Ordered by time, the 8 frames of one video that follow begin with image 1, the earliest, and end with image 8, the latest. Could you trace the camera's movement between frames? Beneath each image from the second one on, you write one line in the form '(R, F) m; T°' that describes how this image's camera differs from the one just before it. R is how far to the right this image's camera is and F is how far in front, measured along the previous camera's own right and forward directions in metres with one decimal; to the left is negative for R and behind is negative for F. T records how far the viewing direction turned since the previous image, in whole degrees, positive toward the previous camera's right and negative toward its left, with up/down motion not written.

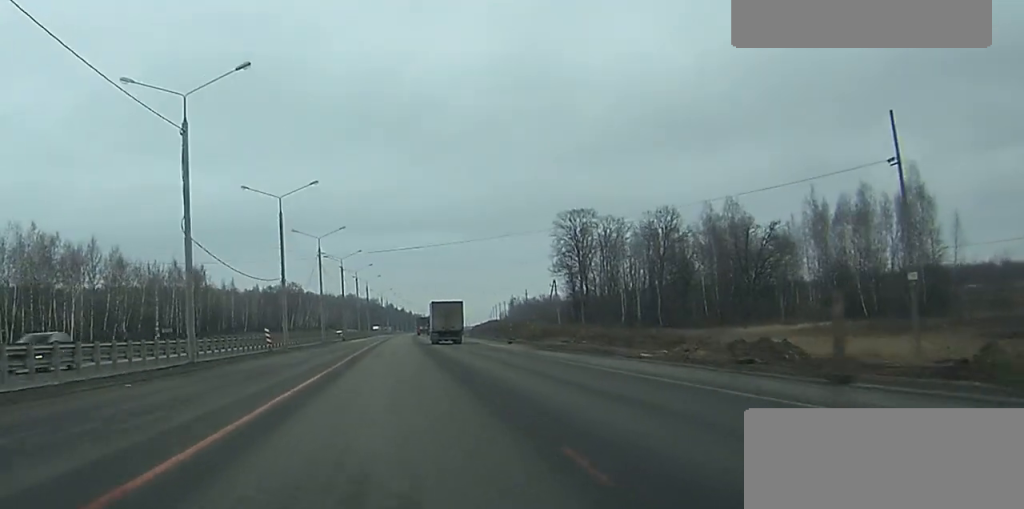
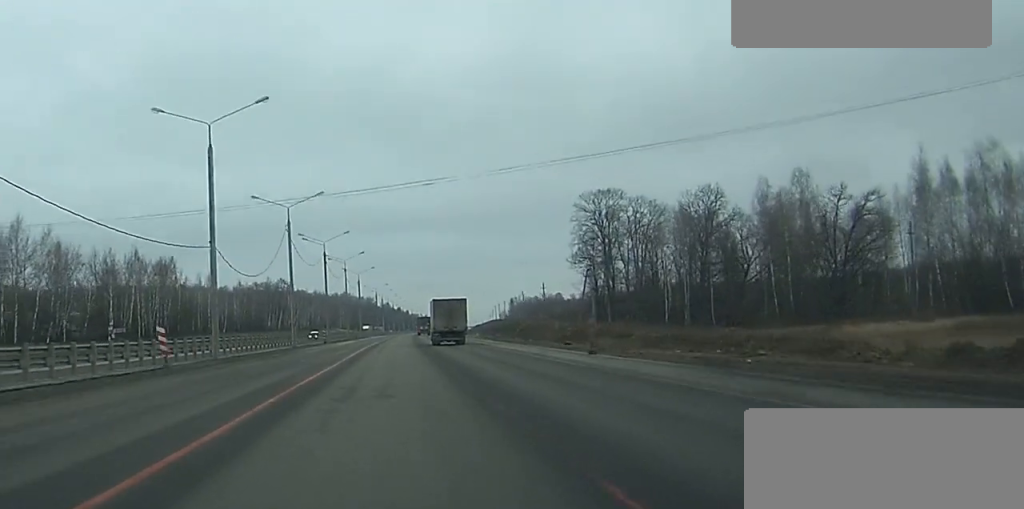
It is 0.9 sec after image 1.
(0.0, +26.1) m; 0°
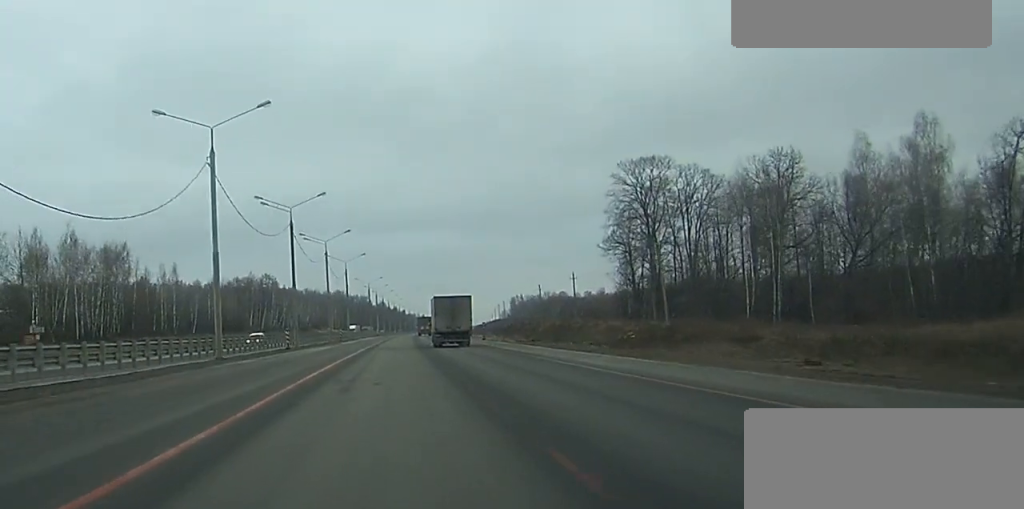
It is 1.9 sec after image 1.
(+0.1, +30.1) m; 0°
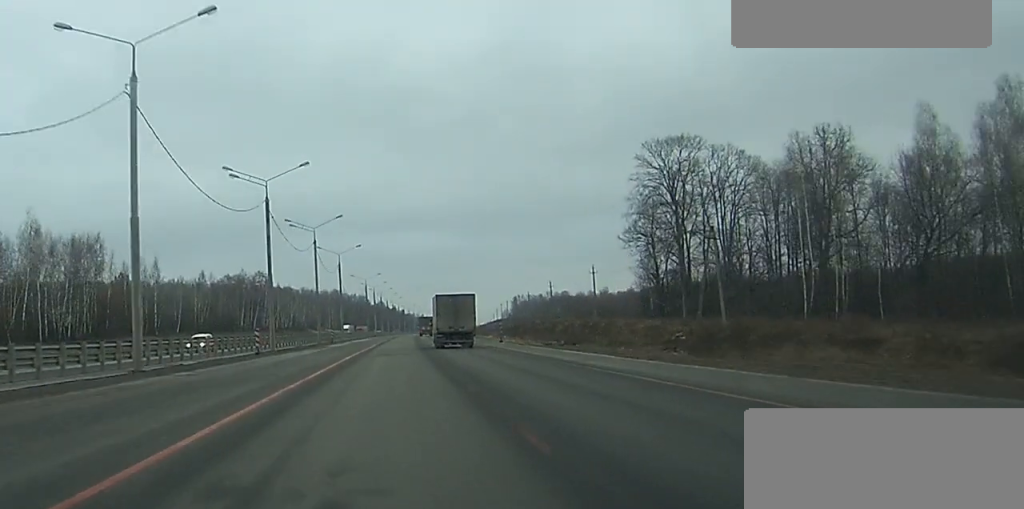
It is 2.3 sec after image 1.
(0.0, +14.0) m; 0°
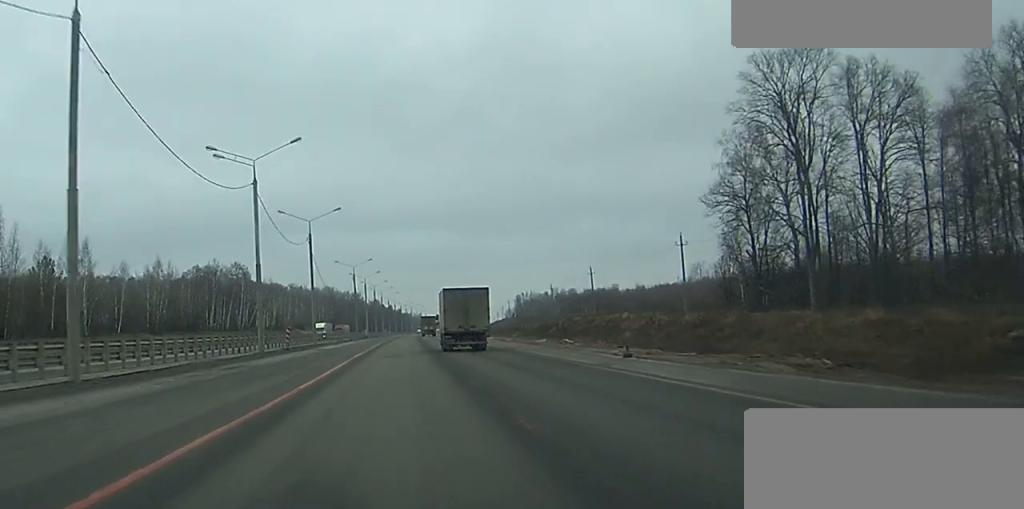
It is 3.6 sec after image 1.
(+0.1, +38.2) m; 0°
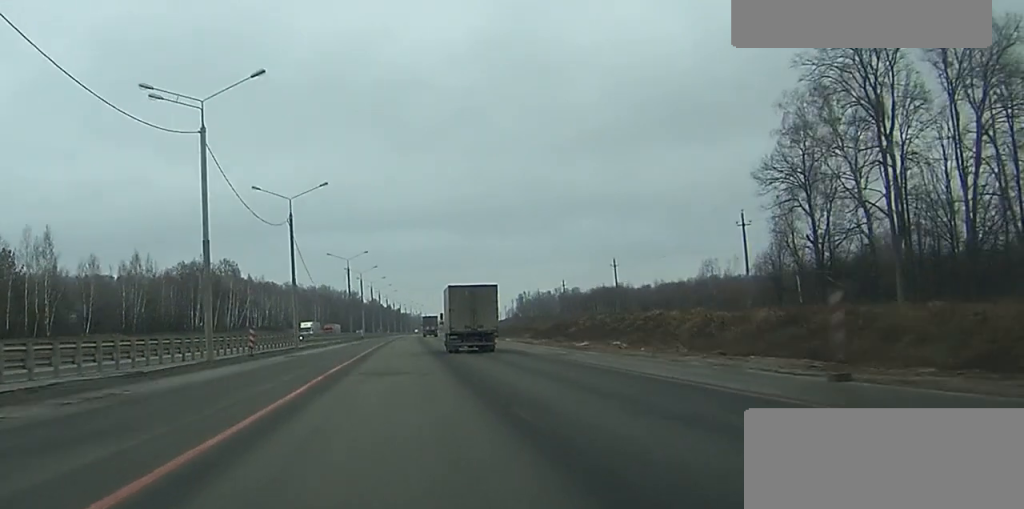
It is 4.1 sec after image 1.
(0.0, +15.0) m; 0°
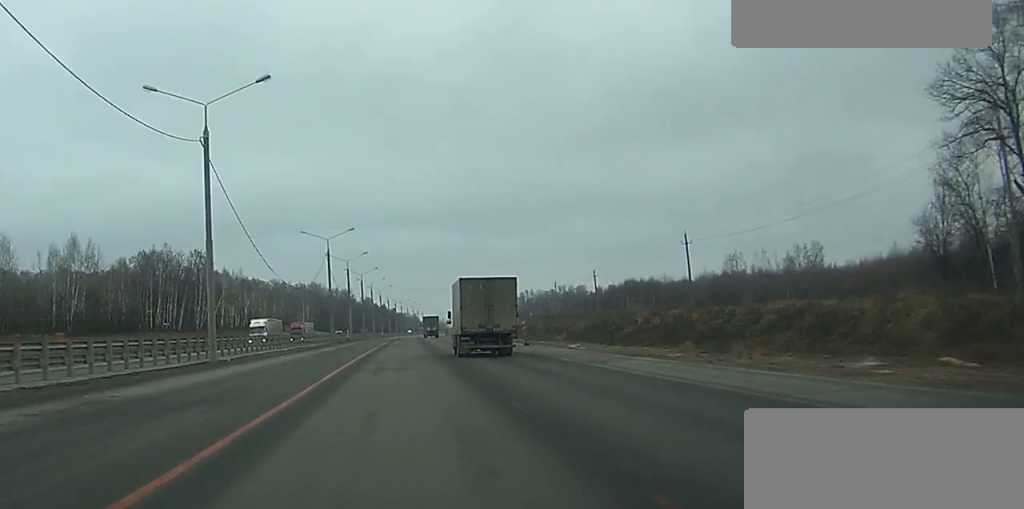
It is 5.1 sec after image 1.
(+0.1, +31.2) m; 0°
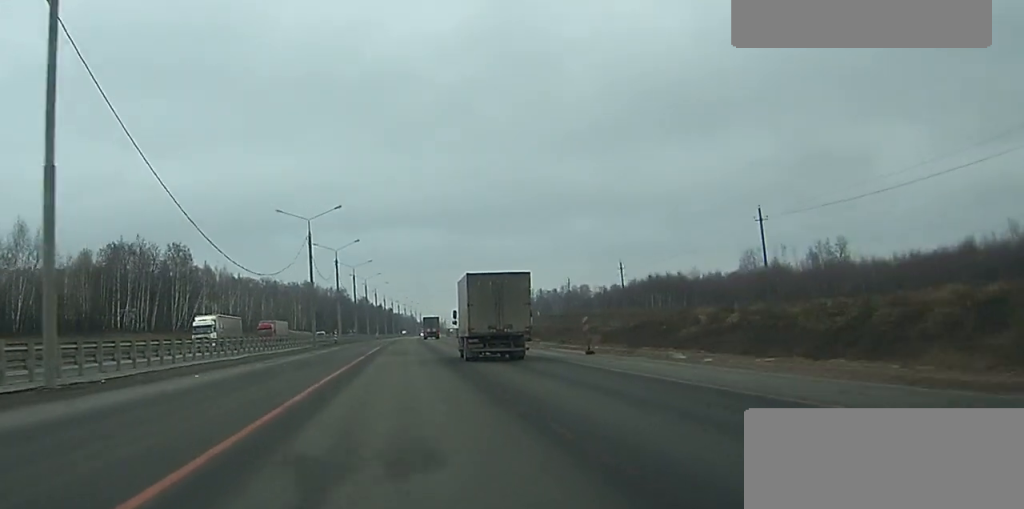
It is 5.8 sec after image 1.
(0.0, +19.1) m; 0°
